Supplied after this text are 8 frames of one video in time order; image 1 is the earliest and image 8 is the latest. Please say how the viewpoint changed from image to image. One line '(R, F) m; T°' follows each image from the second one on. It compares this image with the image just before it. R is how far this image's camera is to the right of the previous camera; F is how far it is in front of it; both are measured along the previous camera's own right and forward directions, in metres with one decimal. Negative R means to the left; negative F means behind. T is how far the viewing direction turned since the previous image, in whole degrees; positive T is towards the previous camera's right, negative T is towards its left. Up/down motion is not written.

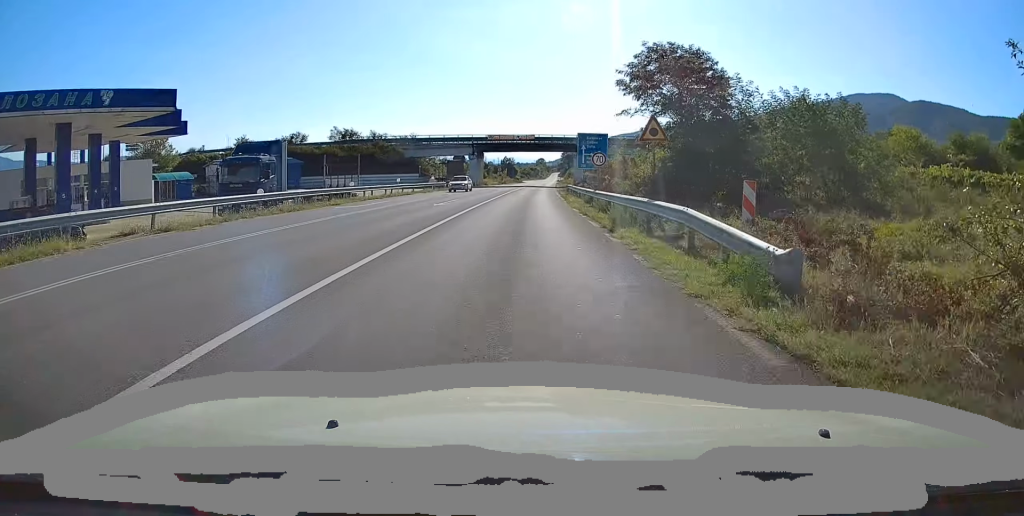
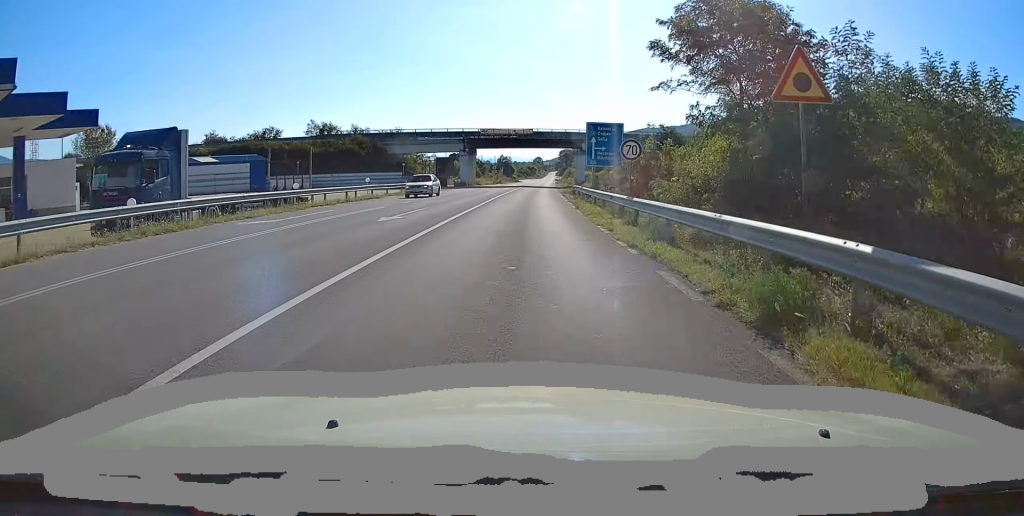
(+0.1, +9.9) m; 0°
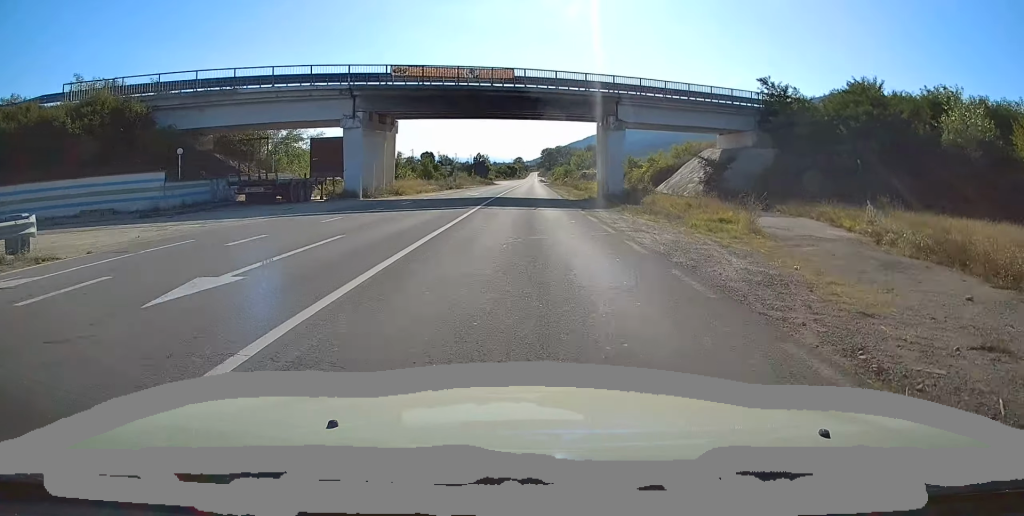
(-0.1, +48.8) m; +1°
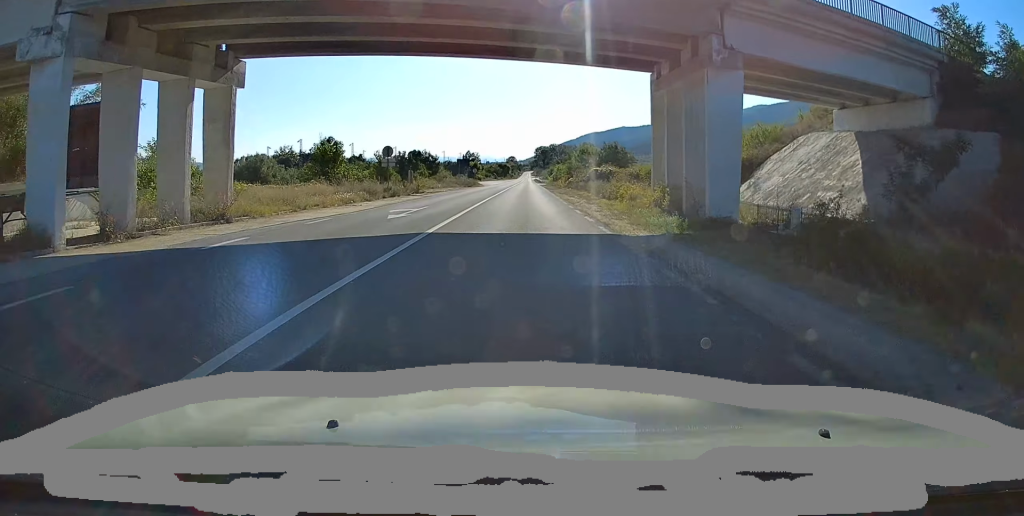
(+0.5, +24.6) m; +2°
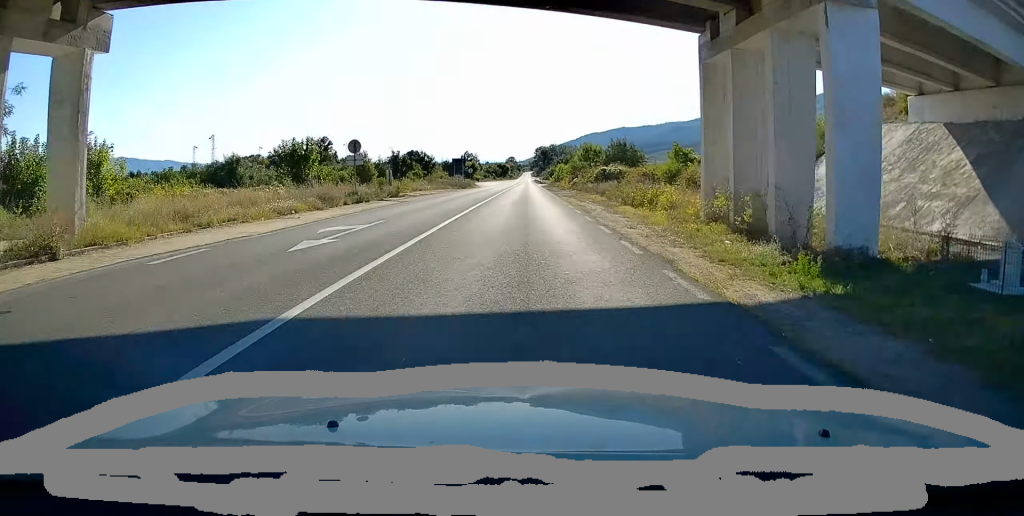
(0.0, +7.8) m; 0°
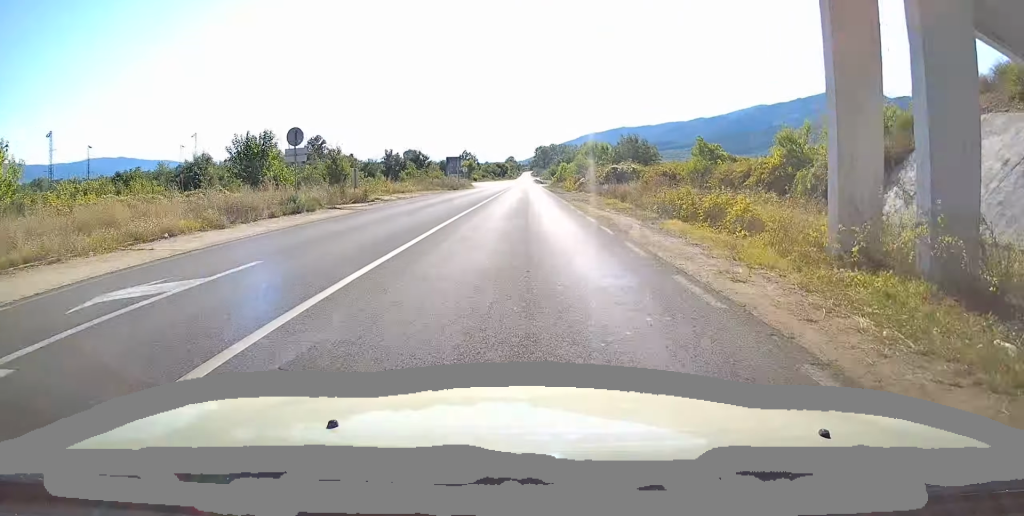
(0.0, +8.5) m; 0°
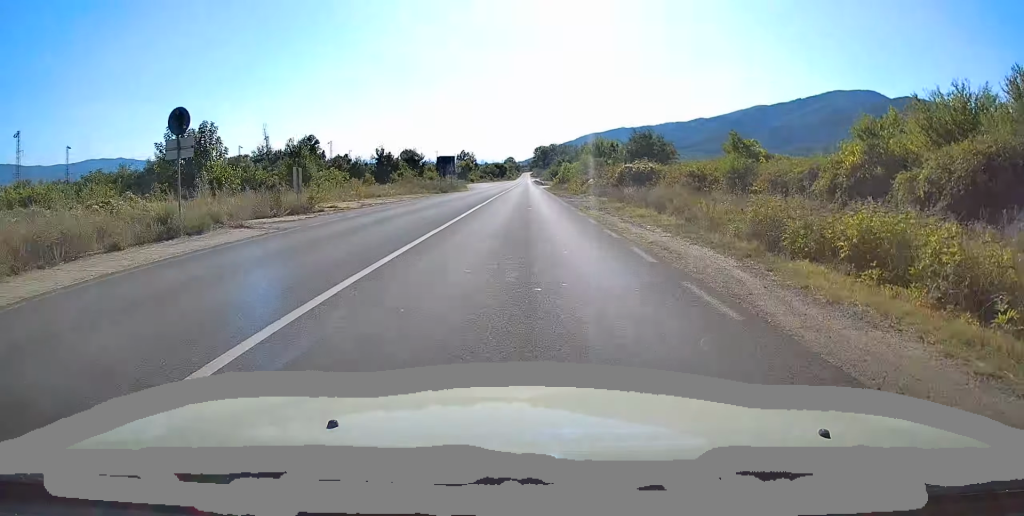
(0.0, +8.5) m; 0°
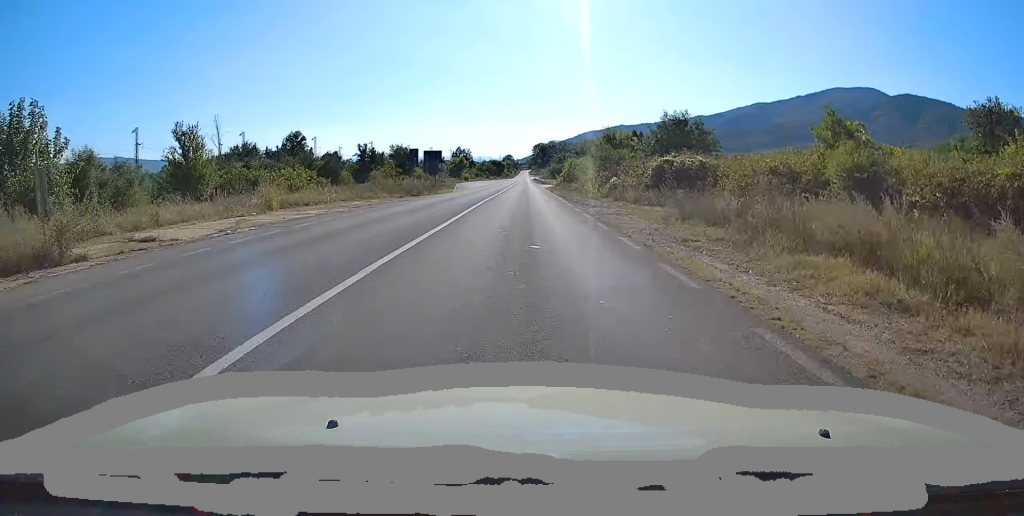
(0.0, +14.5) m; -1°
